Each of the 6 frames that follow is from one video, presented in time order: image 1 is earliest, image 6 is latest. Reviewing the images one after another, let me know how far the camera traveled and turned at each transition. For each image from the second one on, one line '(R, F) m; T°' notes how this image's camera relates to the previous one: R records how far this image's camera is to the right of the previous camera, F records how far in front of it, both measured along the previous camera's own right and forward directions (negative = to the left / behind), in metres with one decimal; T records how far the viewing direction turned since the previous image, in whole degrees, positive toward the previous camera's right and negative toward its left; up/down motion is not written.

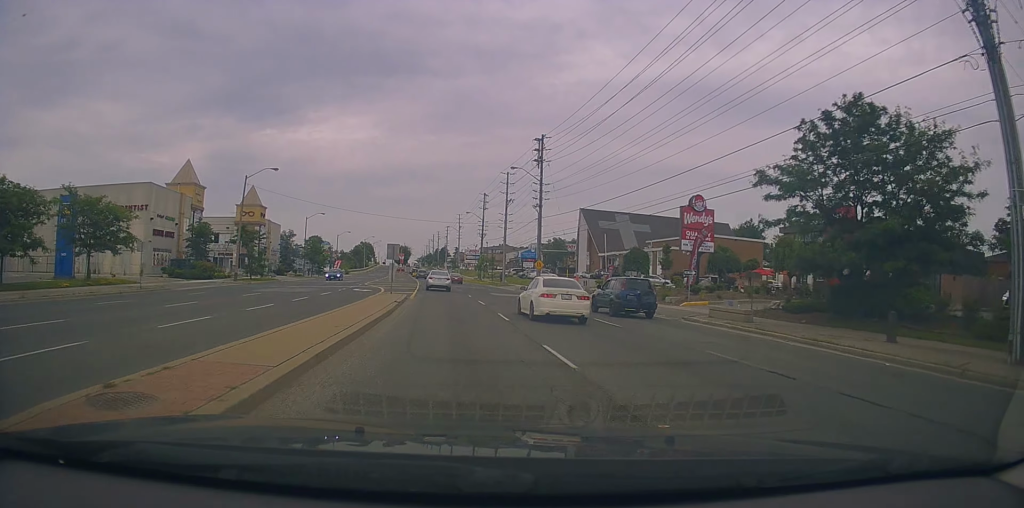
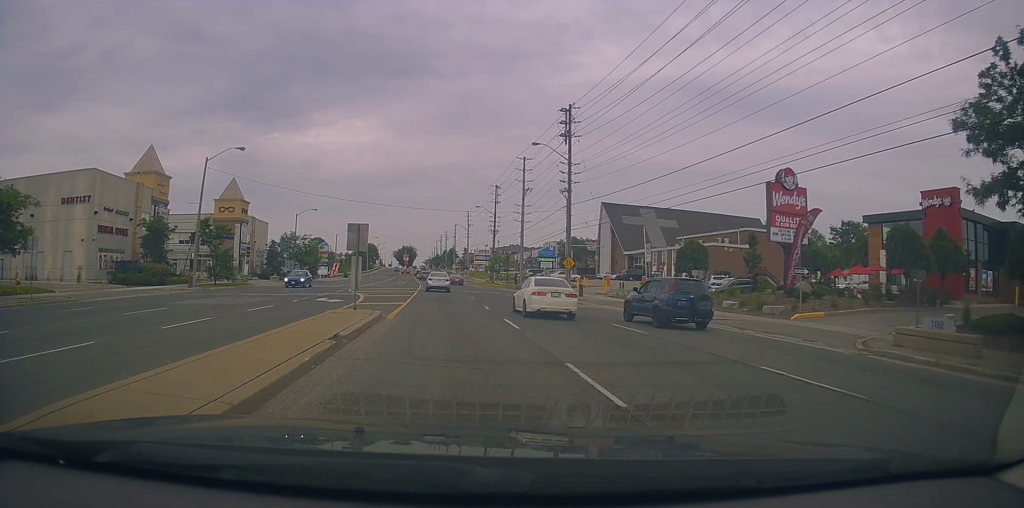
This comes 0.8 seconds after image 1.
(-0.3, +11.7) m; -2°
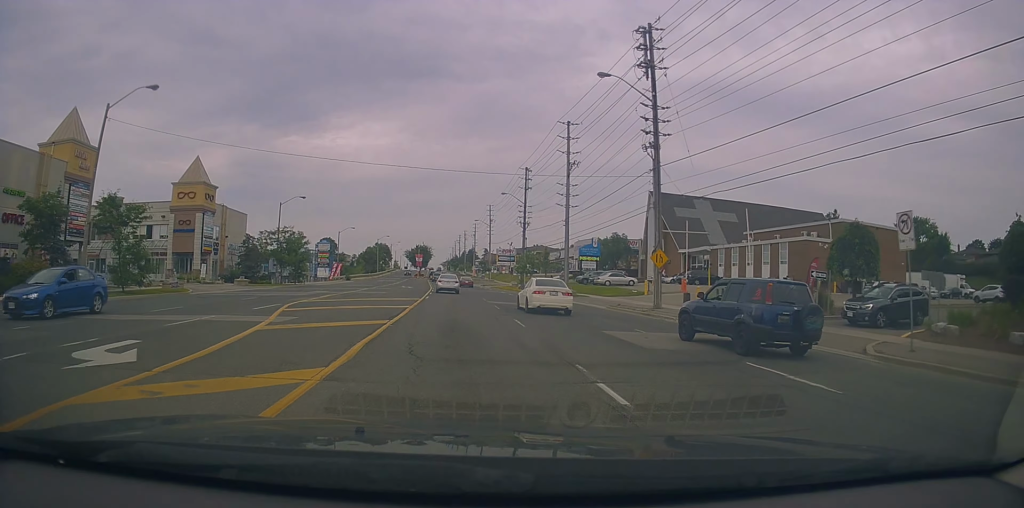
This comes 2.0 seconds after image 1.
(-0.2, +17.2) m; -1°
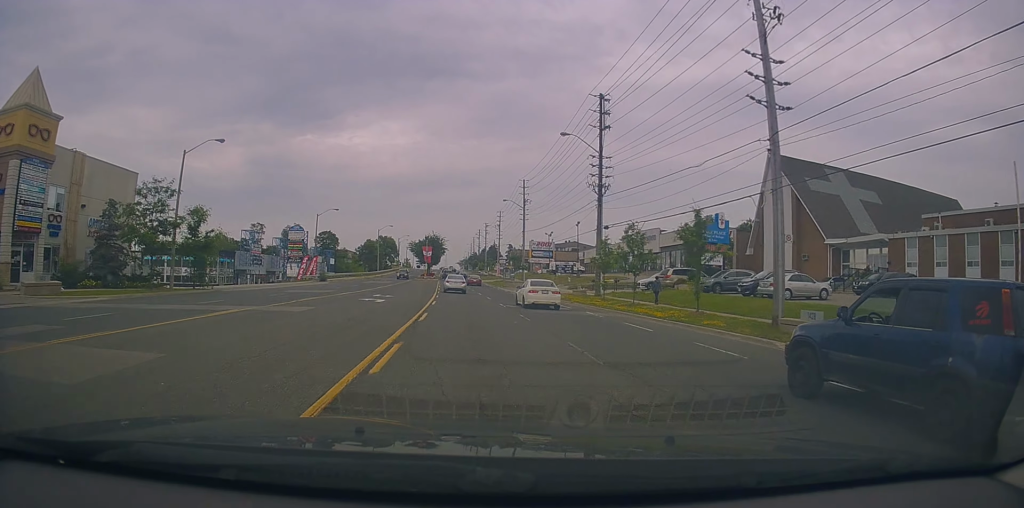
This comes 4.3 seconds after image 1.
(-0.9, +32.1) m; -4°
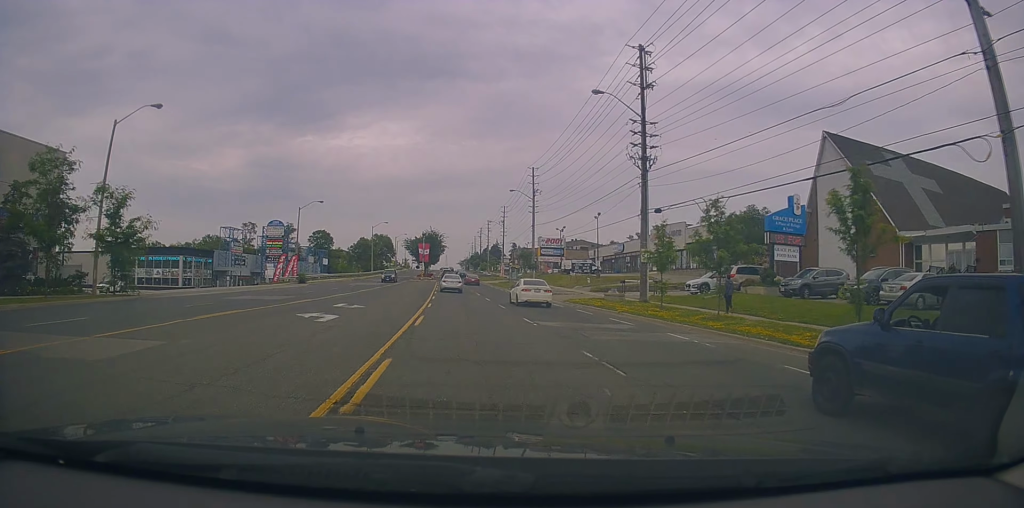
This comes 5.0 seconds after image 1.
(-0.1, +10.4) m; 0°
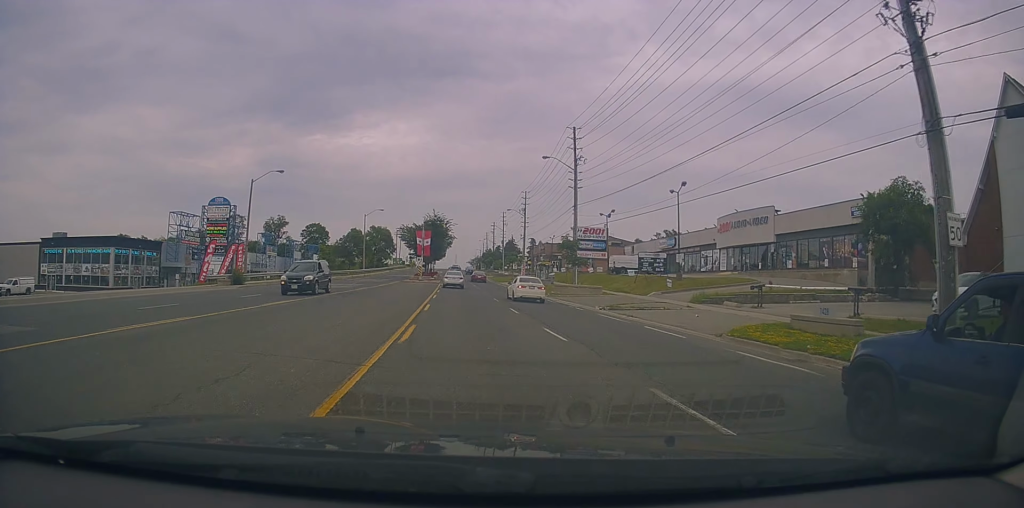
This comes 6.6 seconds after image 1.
(+0.4, +21.9) m; 0°
